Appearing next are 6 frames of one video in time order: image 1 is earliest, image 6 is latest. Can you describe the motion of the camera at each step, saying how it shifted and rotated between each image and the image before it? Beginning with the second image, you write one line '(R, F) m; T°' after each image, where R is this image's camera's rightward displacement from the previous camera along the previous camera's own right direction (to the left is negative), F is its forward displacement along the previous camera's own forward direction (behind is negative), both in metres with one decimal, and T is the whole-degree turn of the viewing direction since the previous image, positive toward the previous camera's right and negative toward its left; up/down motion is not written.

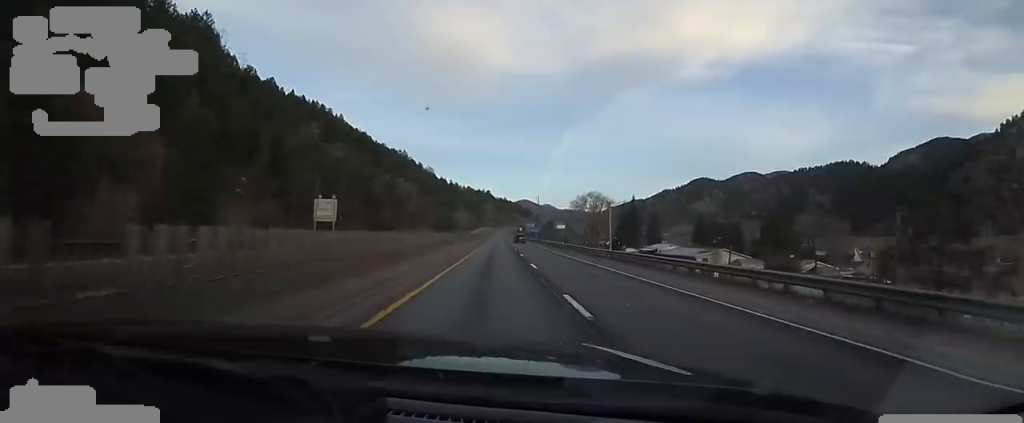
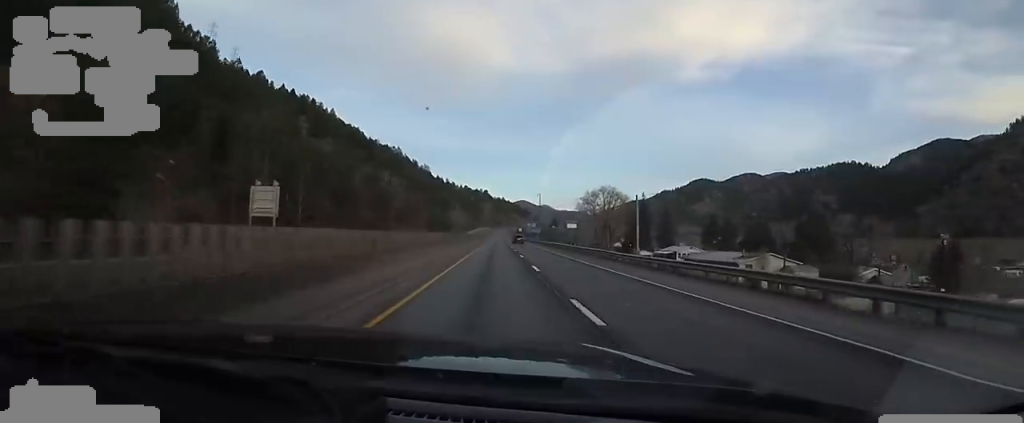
(-0.4, +13.1) m; +1°
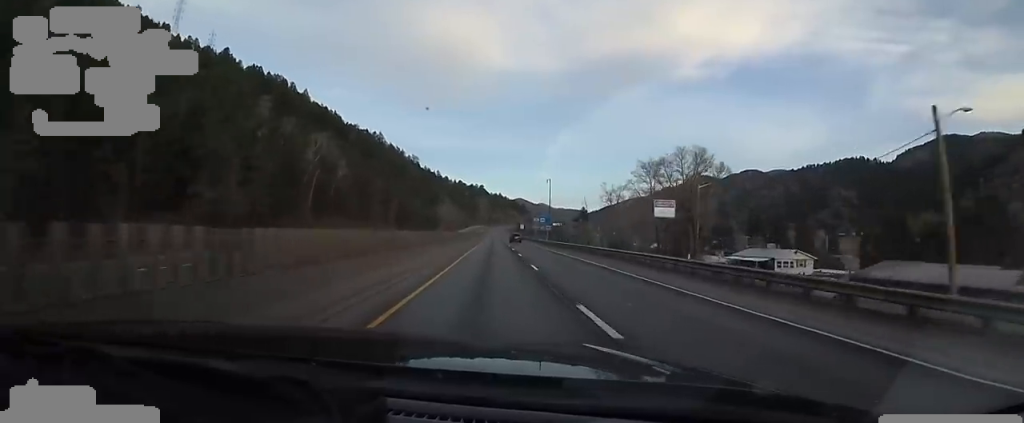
(+1.2, +37.0) m; 0°
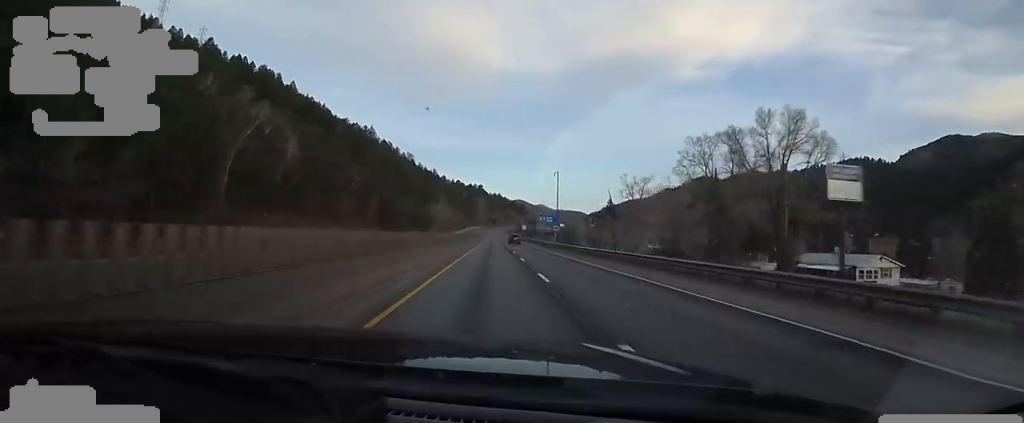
(-0.8, +16.1) m; 0°
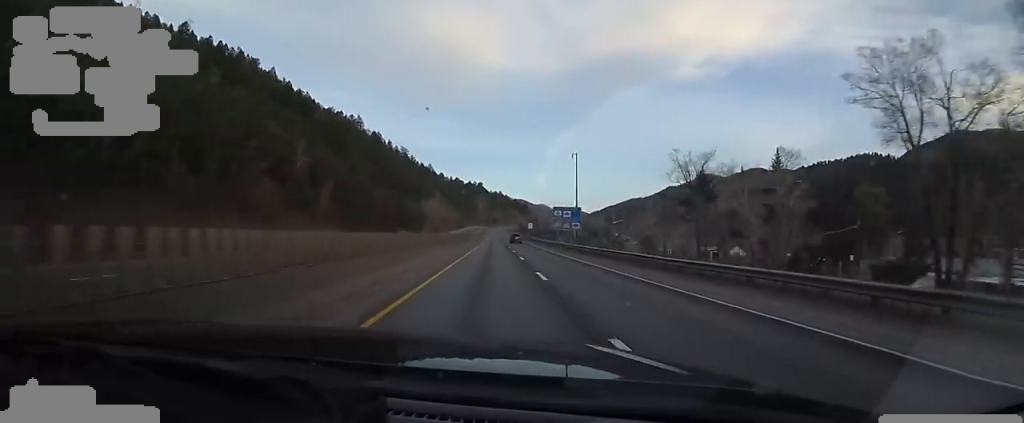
(+0.4, +23.2) m; +2°
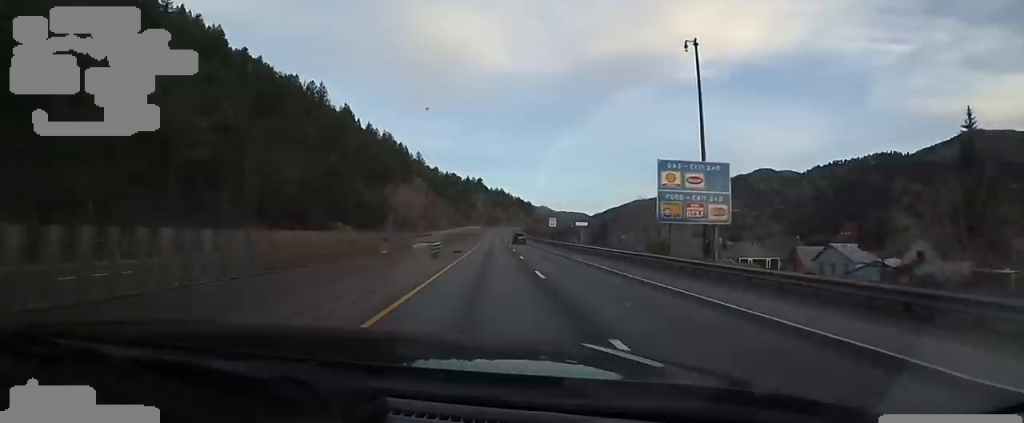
(+0.9, +48.3) m; -1°
